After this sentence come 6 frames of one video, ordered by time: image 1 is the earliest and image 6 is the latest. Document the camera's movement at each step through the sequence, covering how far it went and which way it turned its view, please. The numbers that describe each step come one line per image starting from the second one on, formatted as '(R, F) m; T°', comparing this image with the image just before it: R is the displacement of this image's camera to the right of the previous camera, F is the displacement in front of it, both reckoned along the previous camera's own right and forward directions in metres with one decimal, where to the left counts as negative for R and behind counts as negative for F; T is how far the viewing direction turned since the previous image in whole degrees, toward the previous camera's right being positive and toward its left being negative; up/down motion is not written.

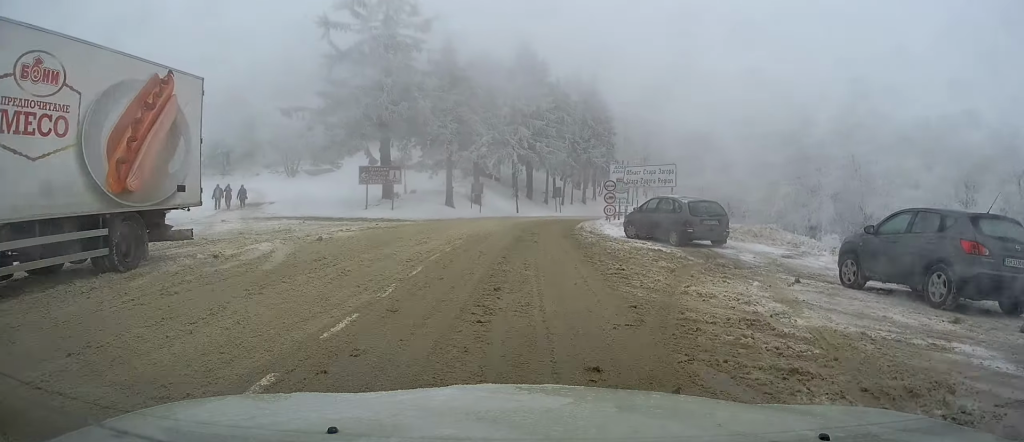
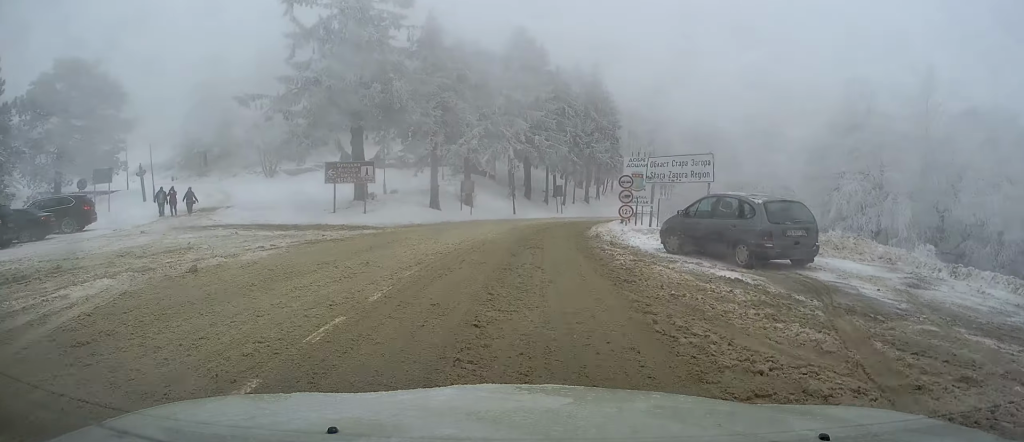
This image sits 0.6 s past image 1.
(0.0, +6.1) m; +1°
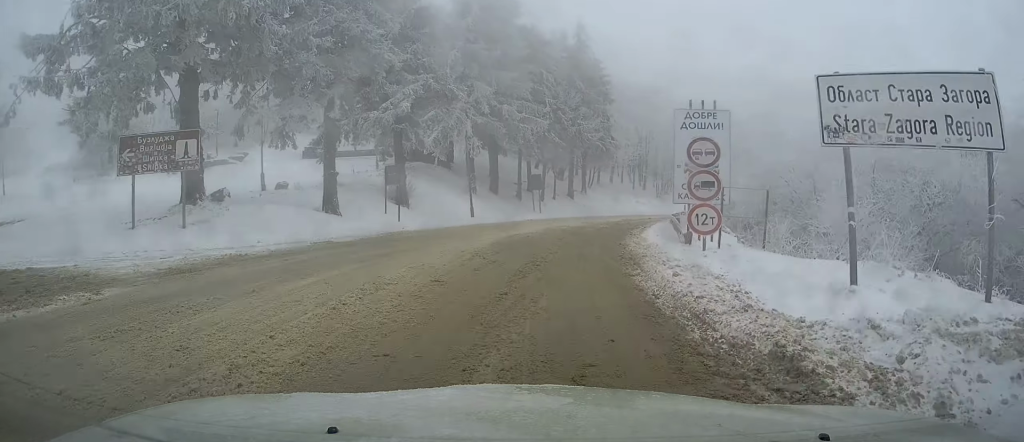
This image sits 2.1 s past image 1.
(+0.3, +15.5) m; +4°
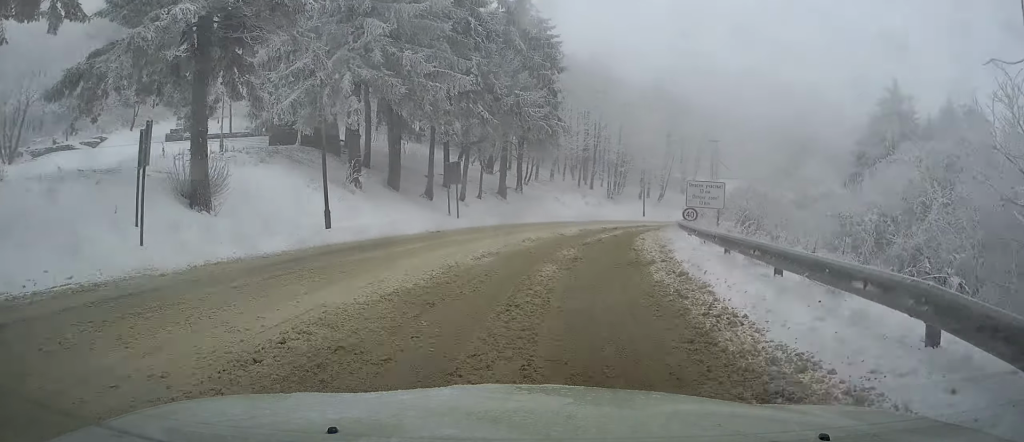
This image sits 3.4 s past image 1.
(+0.7, +13.6) m; +5°
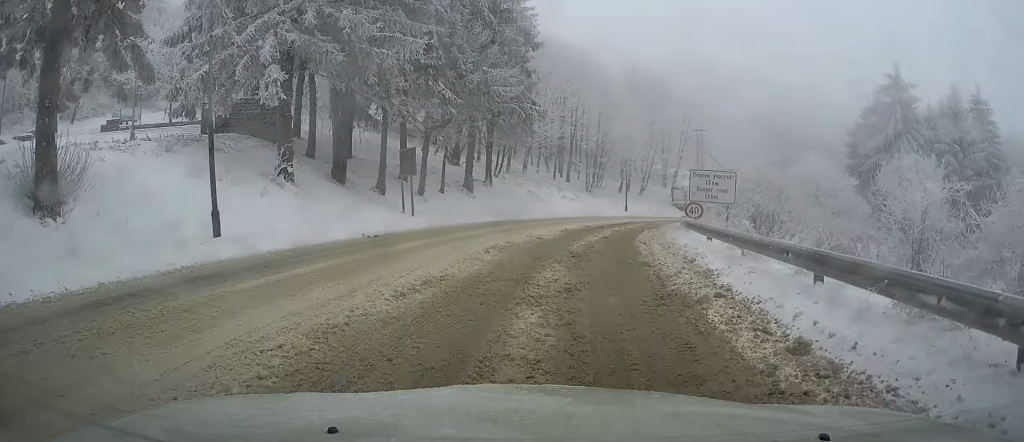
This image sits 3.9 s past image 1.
(+0.1, +5.1) m; +2°
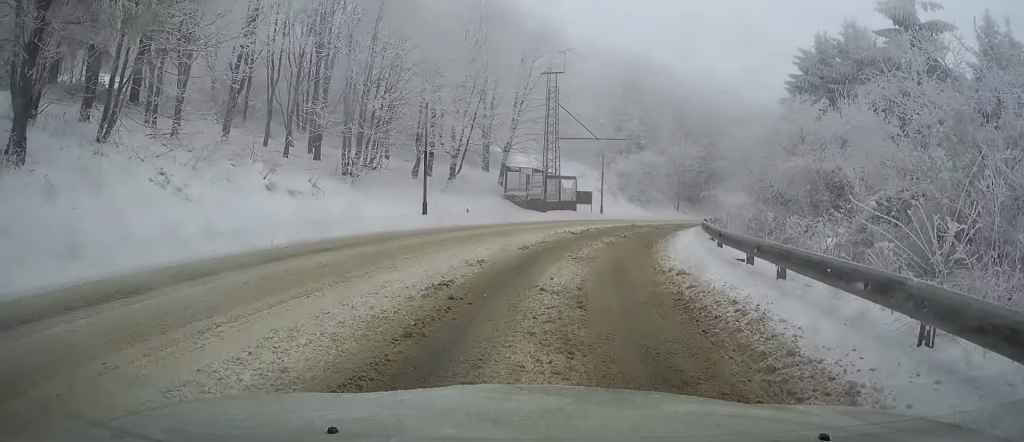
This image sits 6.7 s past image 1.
(+4.7, +27.6) m; +22°
